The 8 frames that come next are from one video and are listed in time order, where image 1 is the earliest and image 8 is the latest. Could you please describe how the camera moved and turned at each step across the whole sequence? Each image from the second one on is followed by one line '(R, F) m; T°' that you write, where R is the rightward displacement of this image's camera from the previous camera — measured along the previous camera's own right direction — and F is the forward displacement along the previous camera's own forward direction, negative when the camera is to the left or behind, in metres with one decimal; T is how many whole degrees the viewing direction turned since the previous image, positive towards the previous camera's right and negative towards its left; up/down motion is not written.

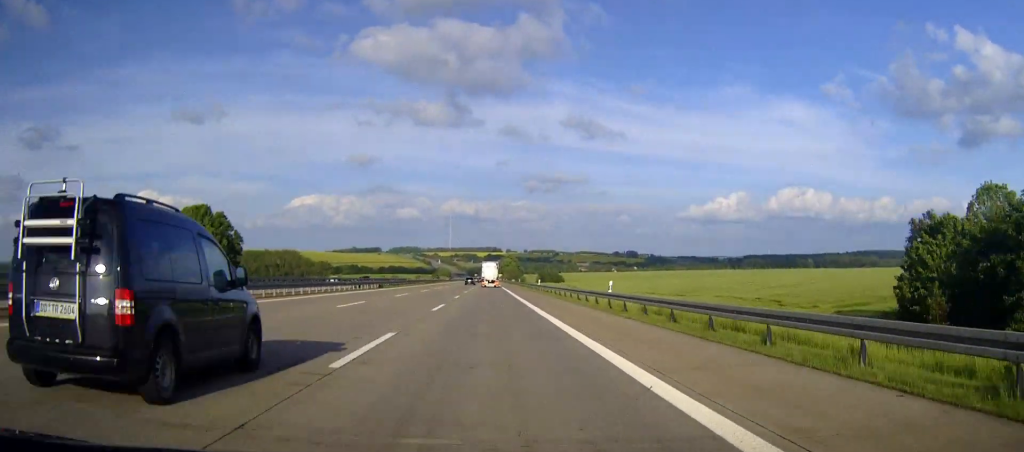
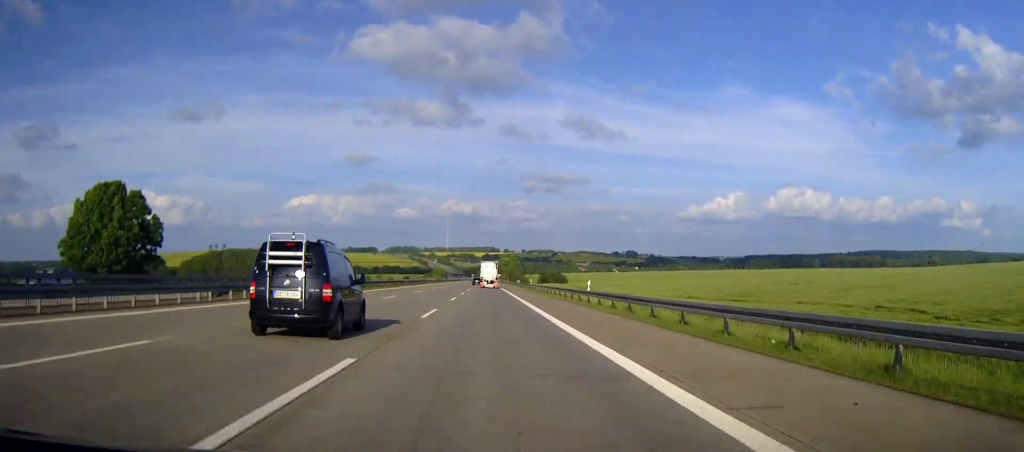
(0.0, +39.5) m; 0°
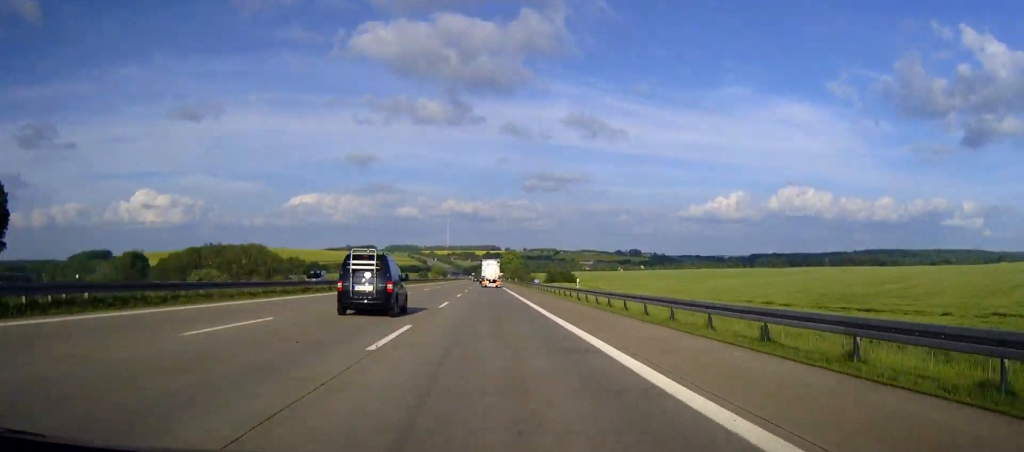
(0.0, +45.1) m; 0°
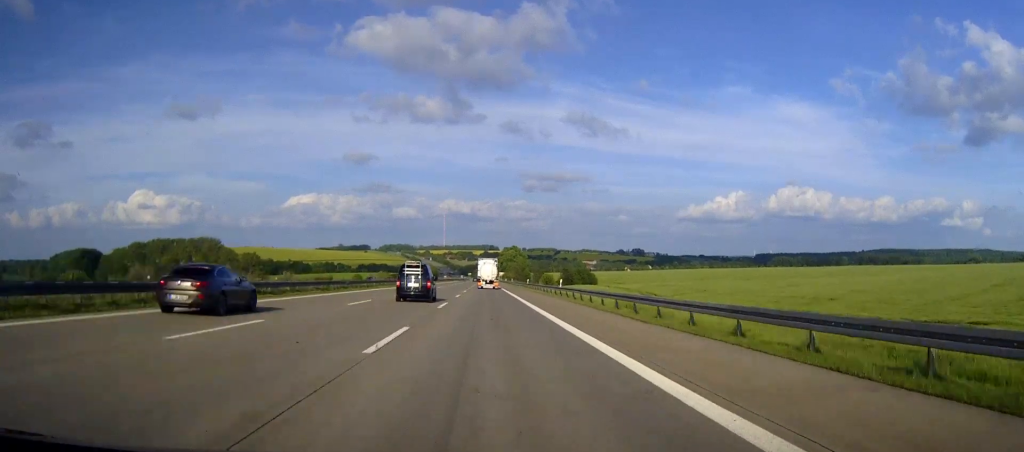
(+0.1, +92.8) m; 0°
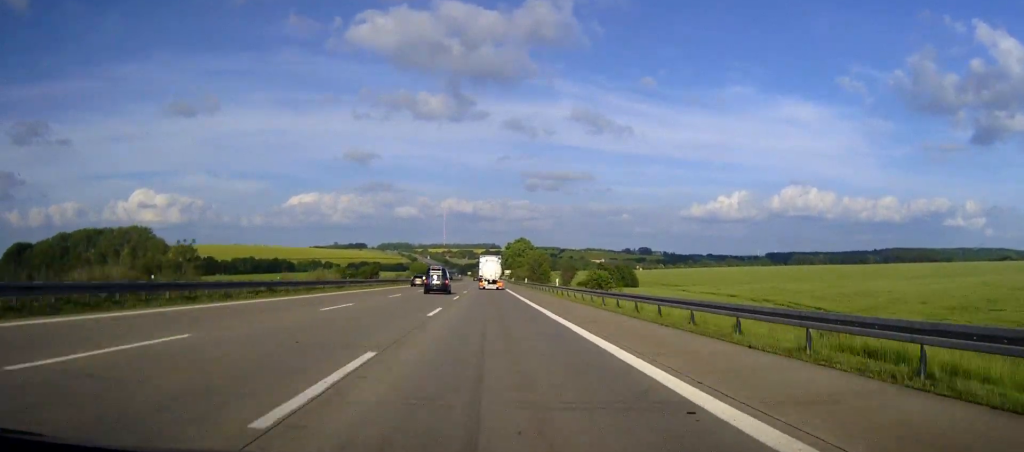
(-0.1, +98.7) m; 0°
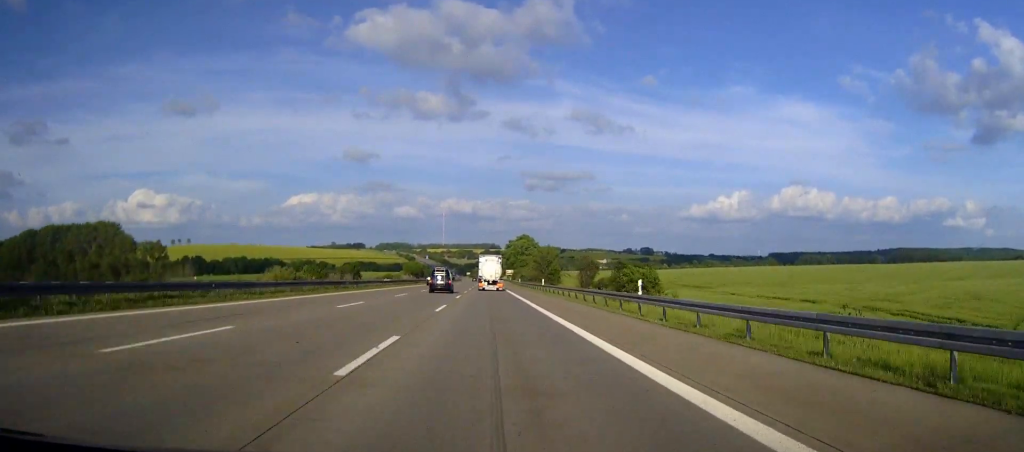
(0.0, +33.7) m; 0°
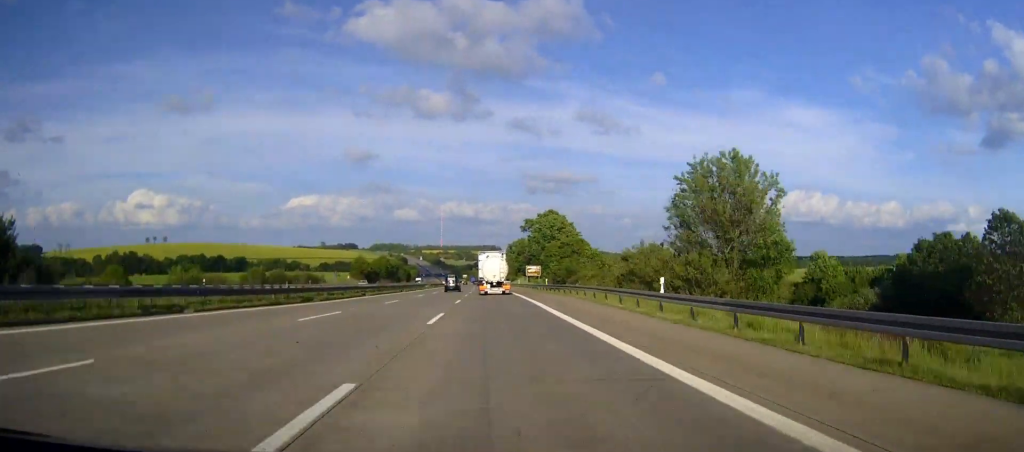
(-1.1, +151.9) m; -1°
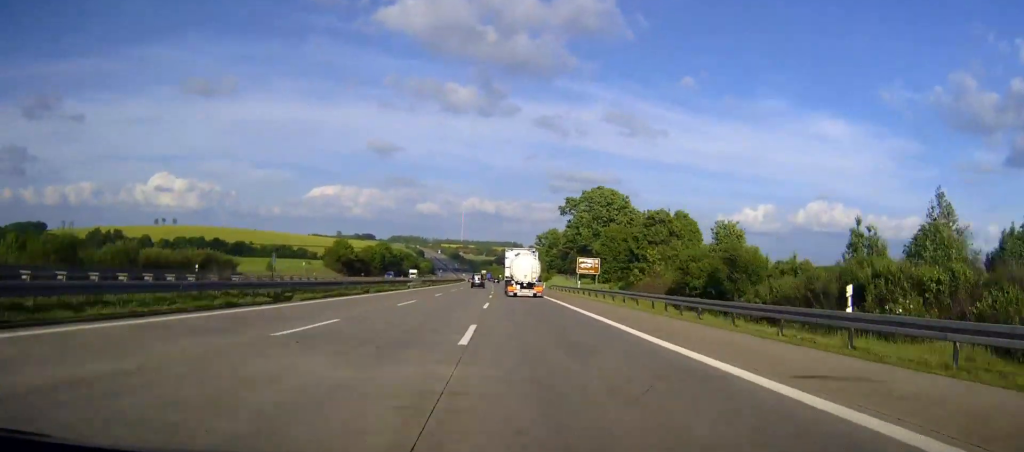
(-0.3, +59.9) m; 0°
